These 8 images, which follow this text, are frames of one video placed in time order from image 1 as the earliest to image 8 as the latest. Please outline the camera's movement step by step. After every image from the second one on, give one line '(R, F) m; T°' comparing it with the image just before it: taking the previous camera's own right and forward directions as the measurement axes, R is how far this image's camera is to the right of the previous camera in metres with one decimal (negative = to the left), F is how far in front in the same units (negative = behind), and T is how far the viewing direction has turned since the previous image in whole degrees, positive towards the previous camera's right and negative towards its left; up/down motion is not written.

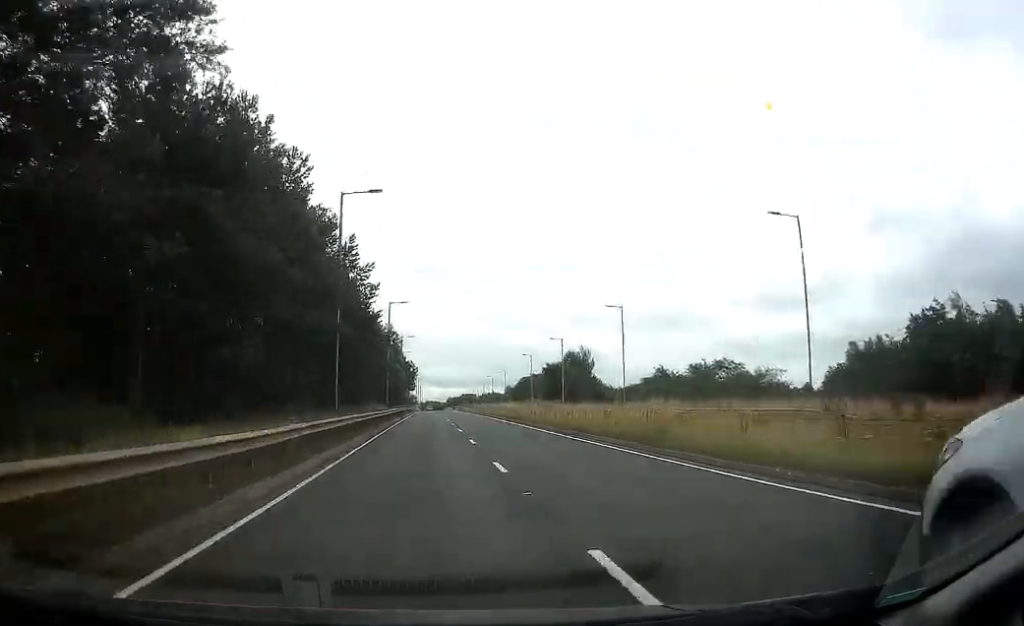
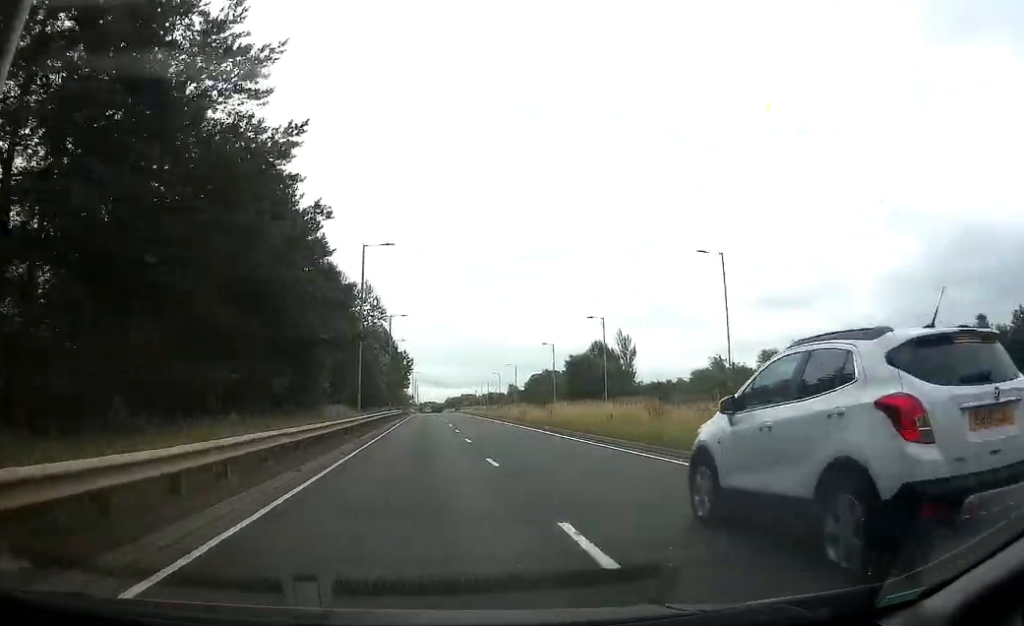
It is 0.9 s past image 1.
(0.0, +25.6) m; 0°
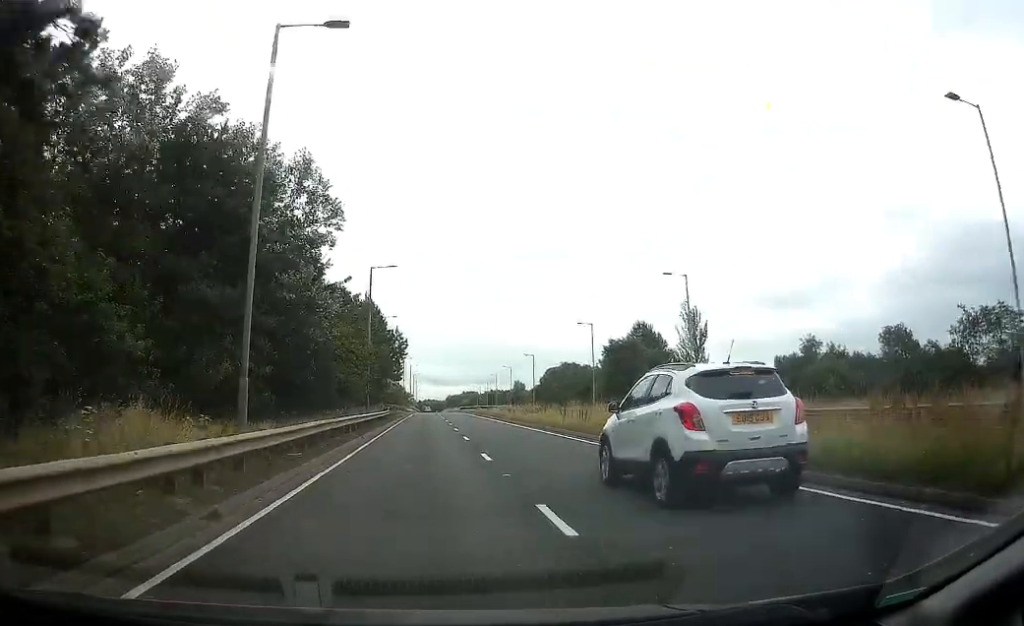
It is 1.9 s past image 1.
(0.0, +25.6) m; 0°
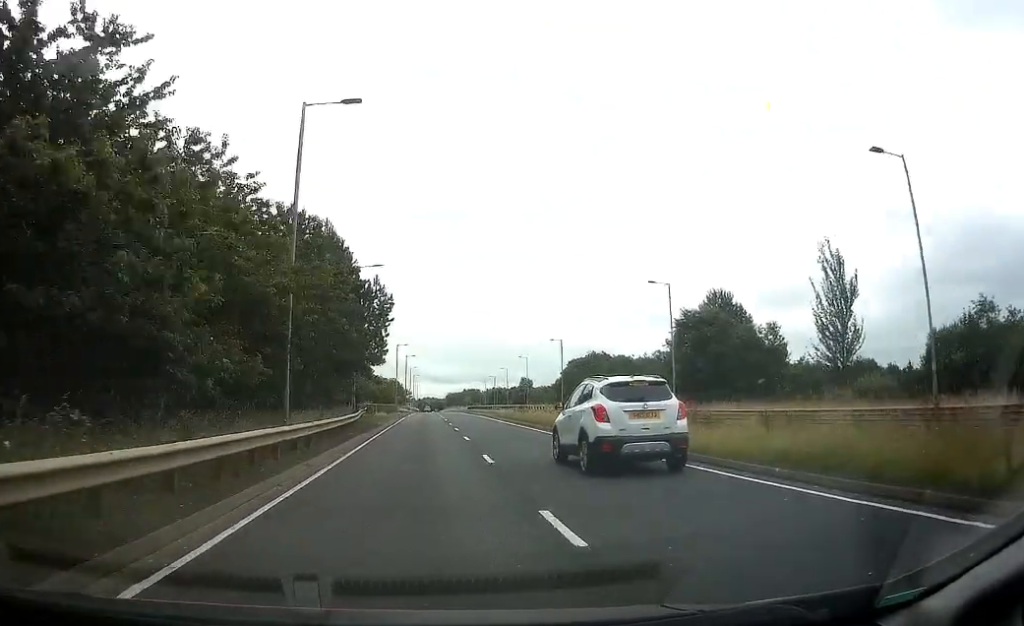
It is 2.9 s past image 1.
(0.0, +26.5) m; 0°
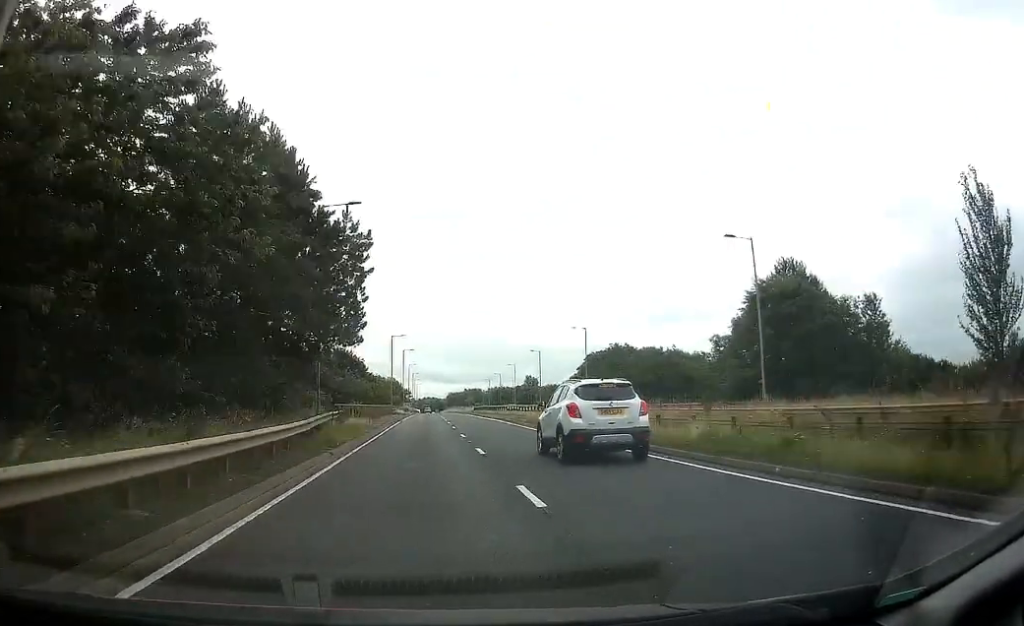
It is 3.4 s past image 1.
(0.0, +15.6) m; 0°
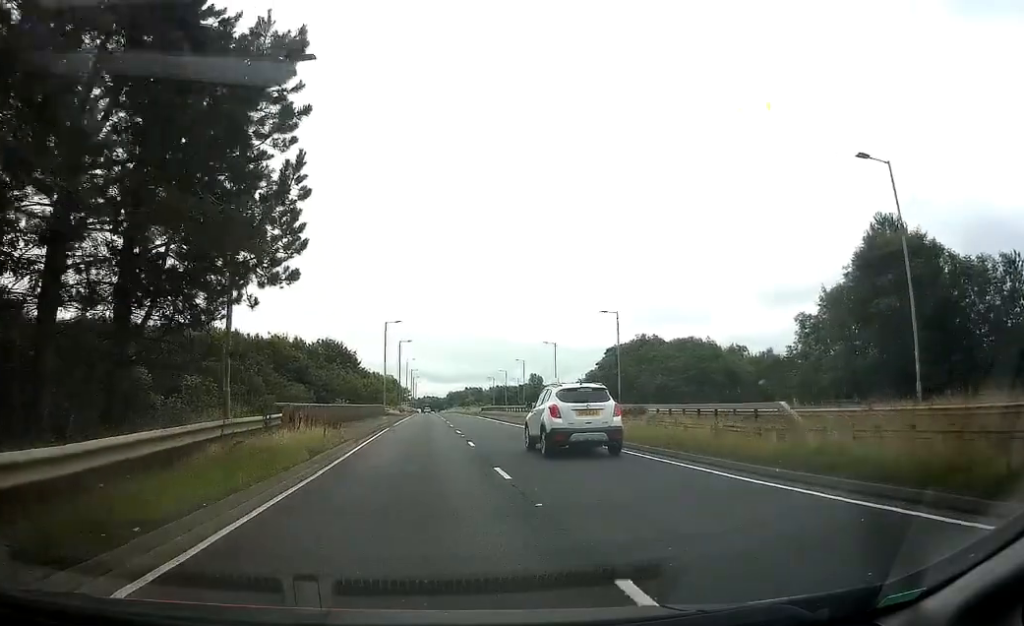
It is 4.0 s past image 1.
(0.0, +14.7) m; 0°
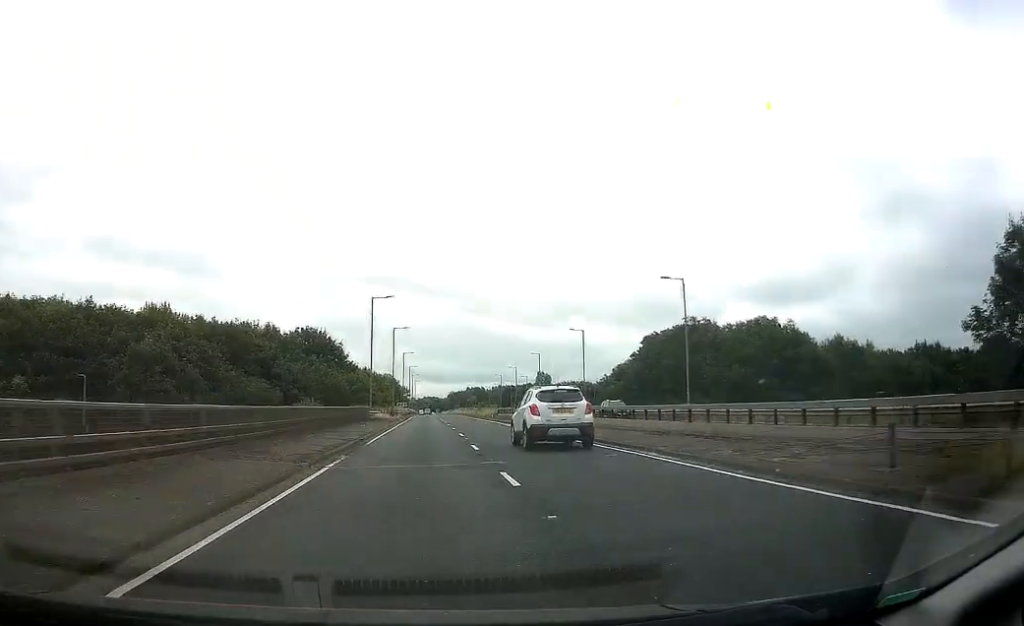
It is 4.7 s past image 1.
(+0.1, +19.3) m; 0°
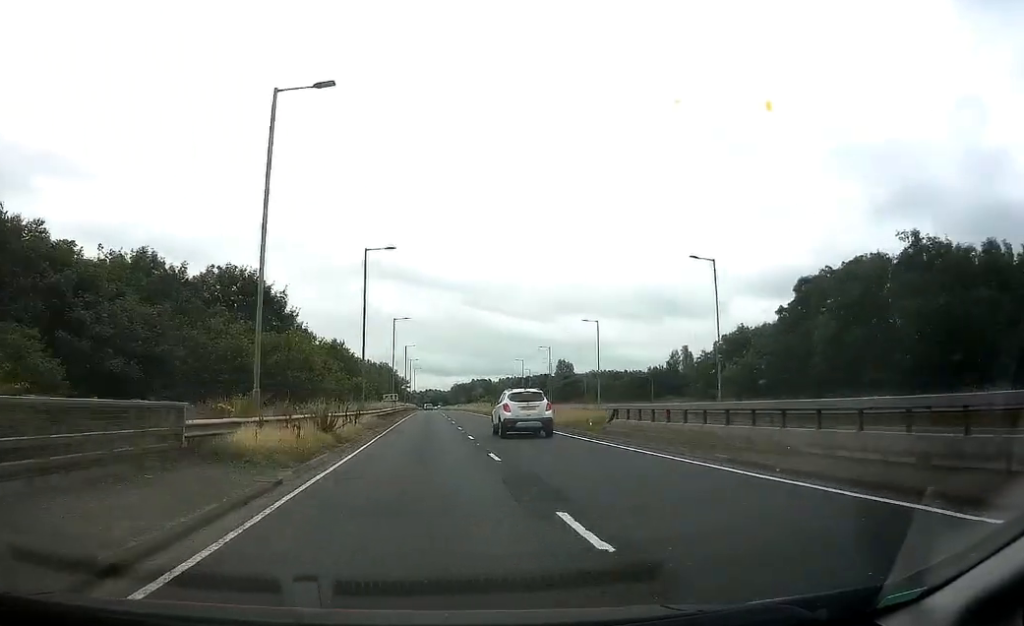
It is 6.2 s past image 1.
(-0.1, +40.2) m; -1°
